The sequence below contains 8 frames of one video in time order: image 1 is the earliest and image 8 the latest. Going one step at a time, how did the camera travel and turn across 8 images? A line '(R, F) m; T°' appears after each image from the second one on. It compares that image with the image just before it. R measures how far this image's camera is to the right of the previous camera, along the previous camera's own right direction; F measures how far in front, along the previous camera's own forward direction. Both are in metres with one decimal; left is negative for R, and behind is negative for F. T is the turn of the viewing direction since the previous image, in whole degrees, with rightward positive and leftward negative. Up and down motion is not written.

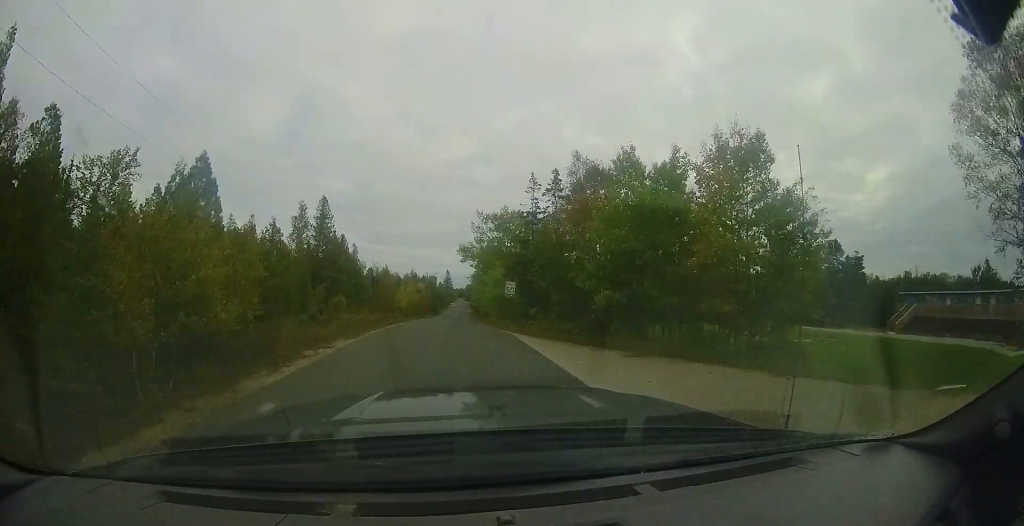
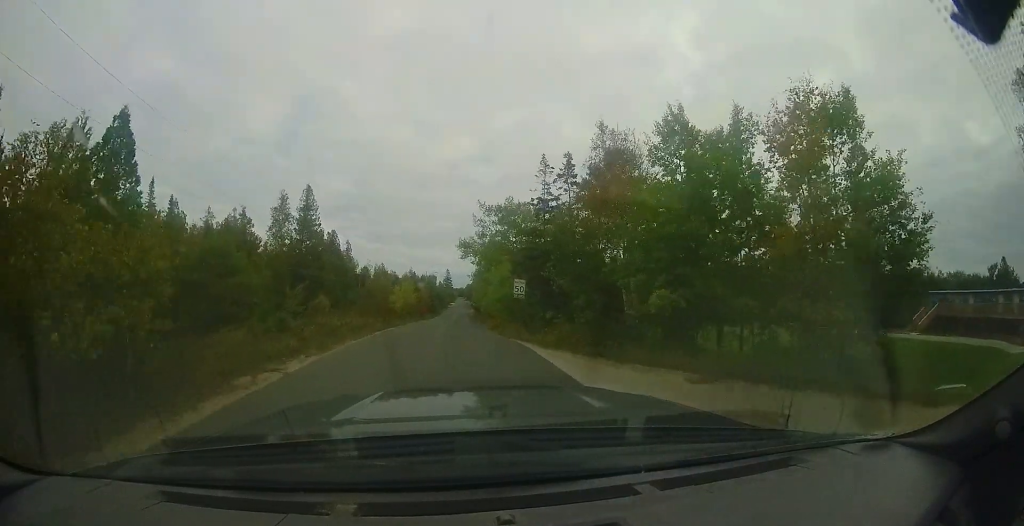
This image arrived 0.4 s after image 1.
(0.0, +4.3) m; +1°
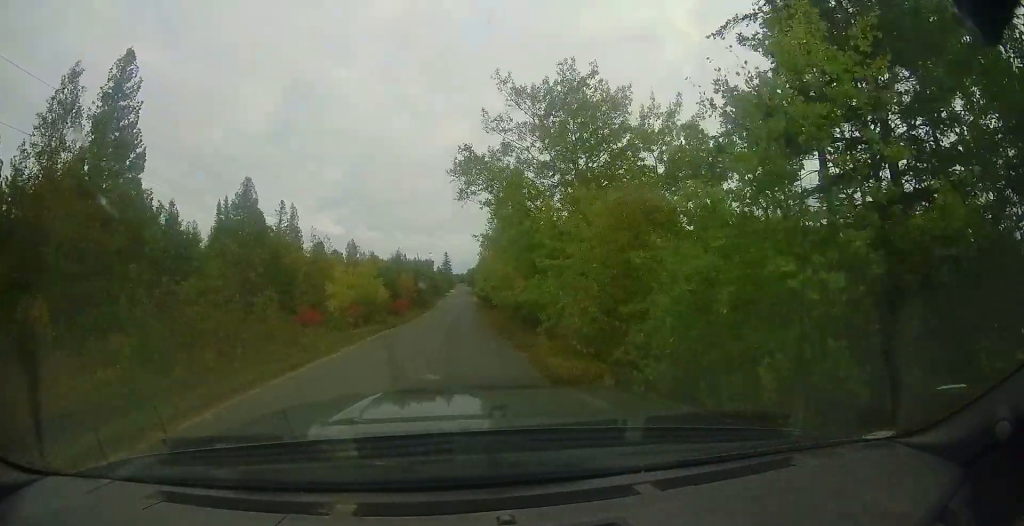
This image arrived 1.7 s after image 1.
(+0.2, +11.8) m; -1°
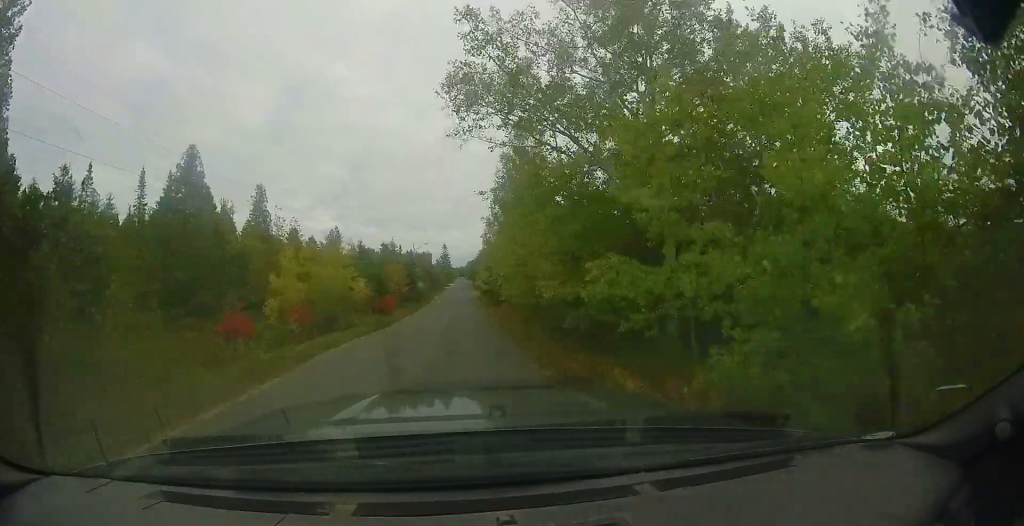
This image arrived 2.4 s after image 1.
(-0.3, +6.0) m; 0°
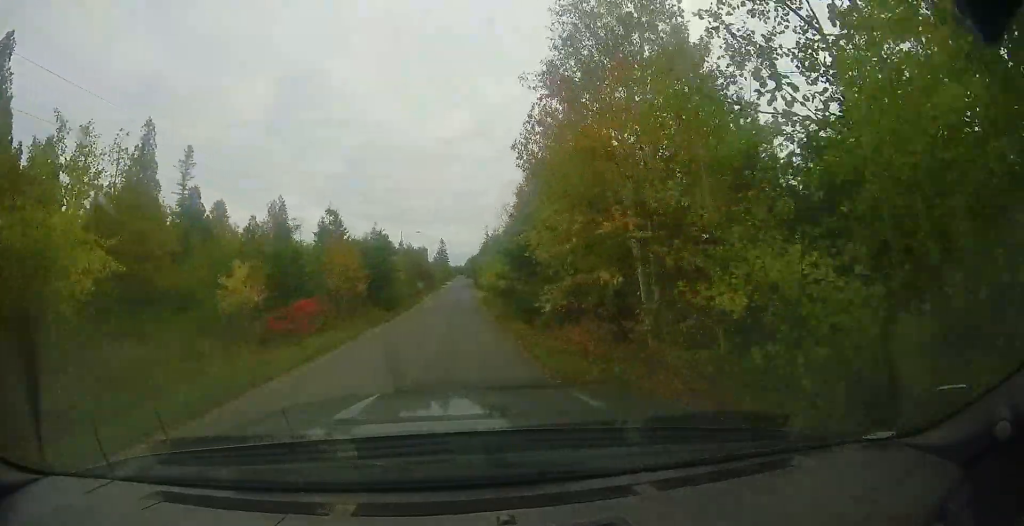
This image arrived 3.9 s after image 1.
(+0.2, +12.7) m; 0°
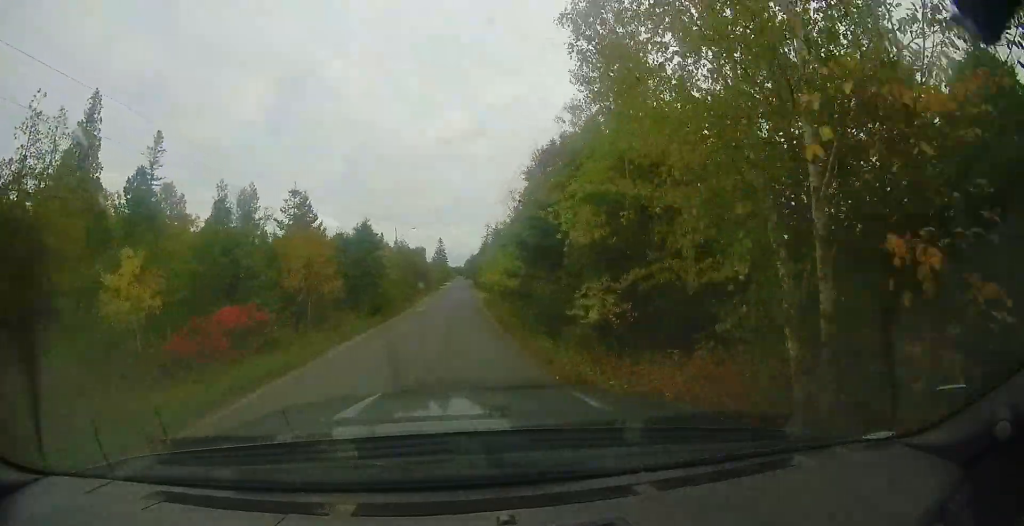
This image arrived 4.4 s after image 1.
(-0.2, +4.0) m; 0°
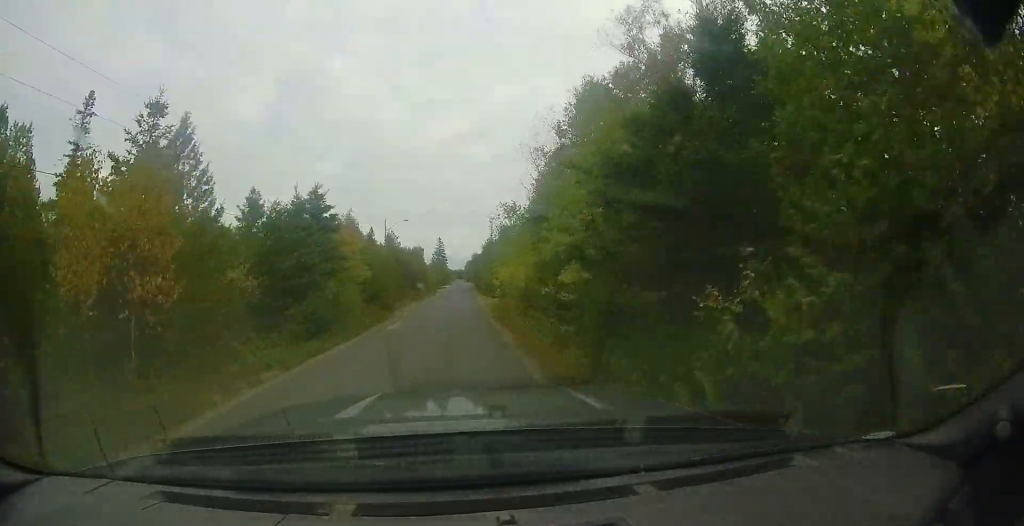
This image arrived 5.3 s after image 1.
(+0.3, +8.2) m; 0°
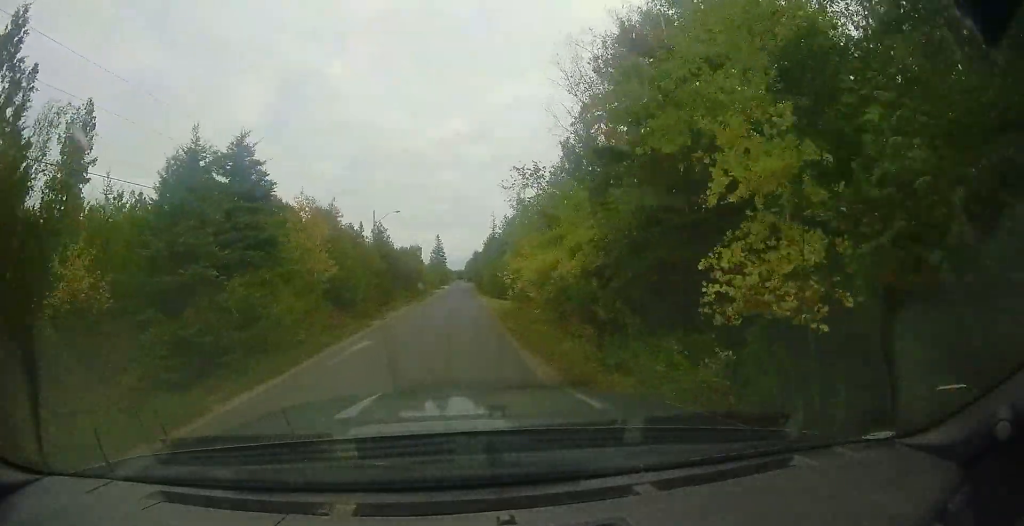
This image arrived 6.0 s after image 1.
(0.0, +5.7) m; +1°
